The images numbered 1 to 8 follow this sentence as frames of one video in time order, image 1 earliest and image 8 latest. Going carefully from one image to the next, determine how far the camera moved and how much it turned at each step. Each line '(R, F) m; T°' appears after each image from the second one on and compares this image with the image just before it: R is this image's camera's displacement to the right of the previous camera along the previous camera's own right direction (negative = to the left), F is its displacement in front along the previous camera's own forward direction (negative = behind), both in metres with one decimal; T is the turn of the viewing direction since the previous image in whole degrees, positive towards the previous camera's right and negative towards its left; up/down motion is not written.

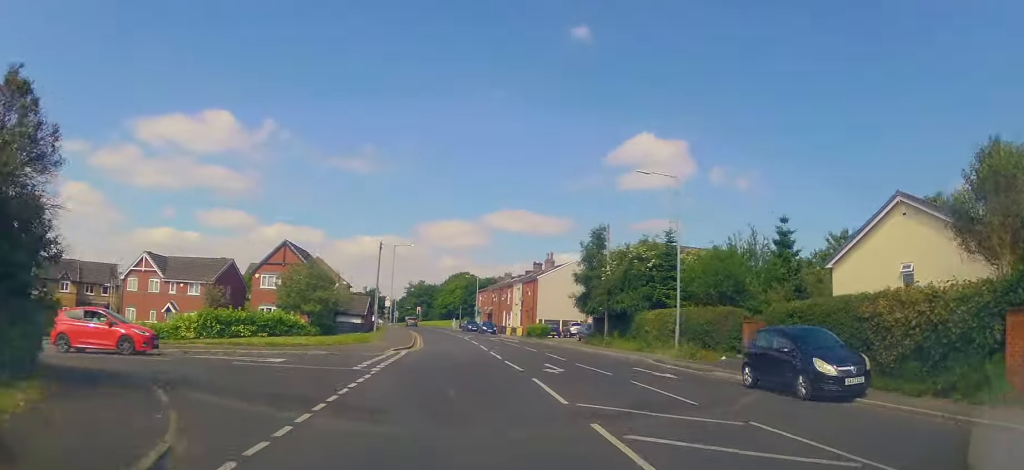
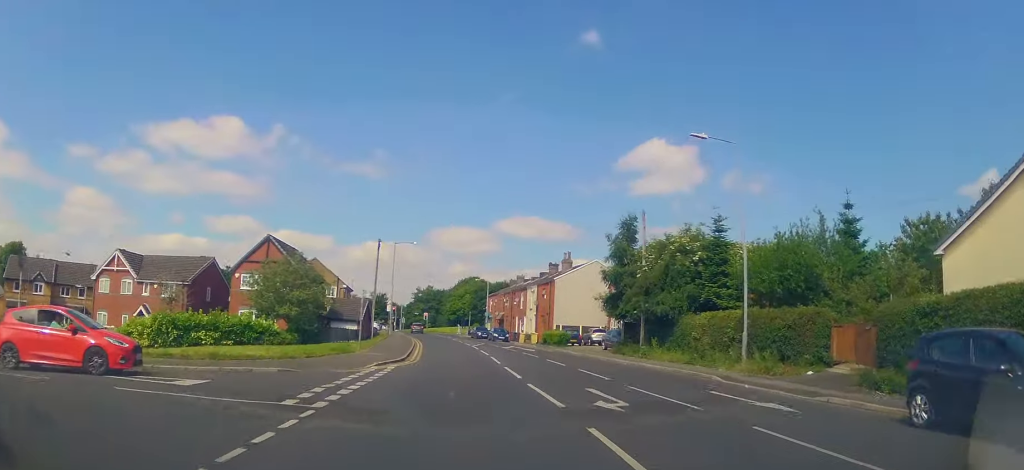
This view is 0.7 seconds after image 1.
(0.0, +6.0) m; 0°
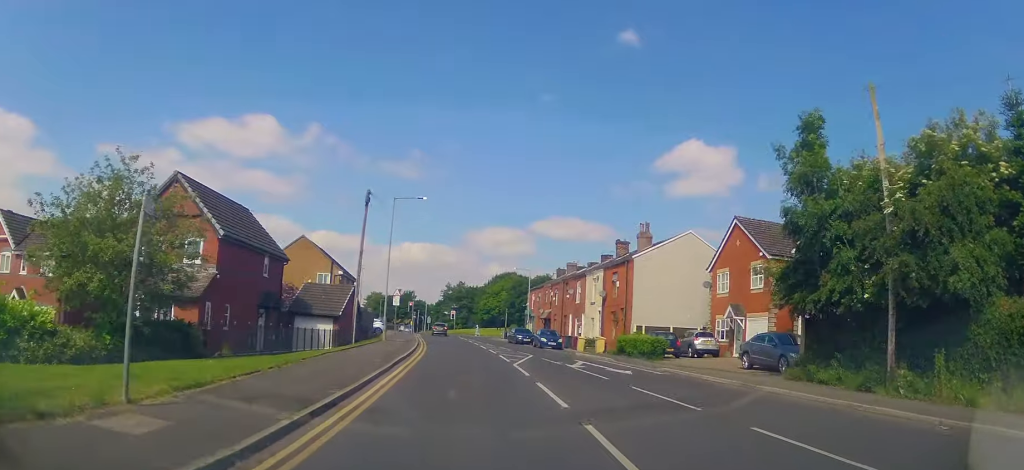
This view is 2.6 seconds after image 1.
(0.0, +17.7) m; -1°
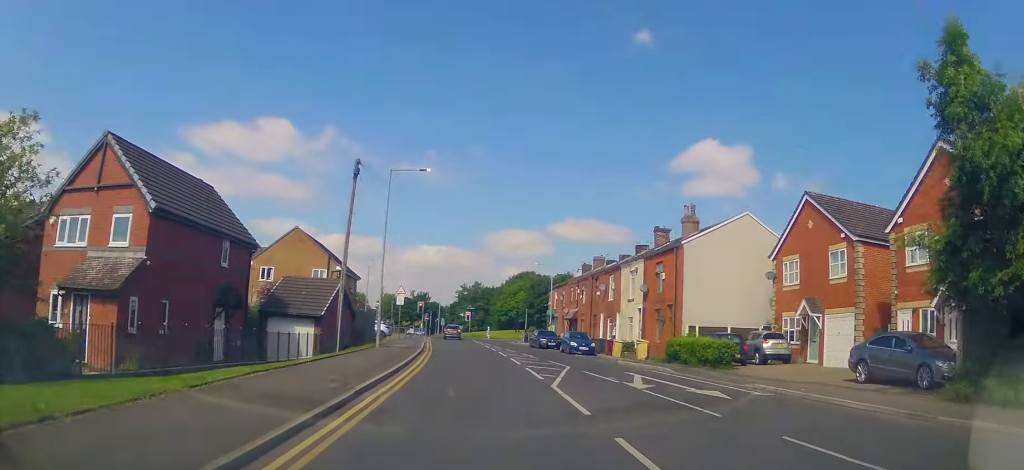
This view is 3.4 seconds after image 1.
(+0.1, +6.6) m; -3°
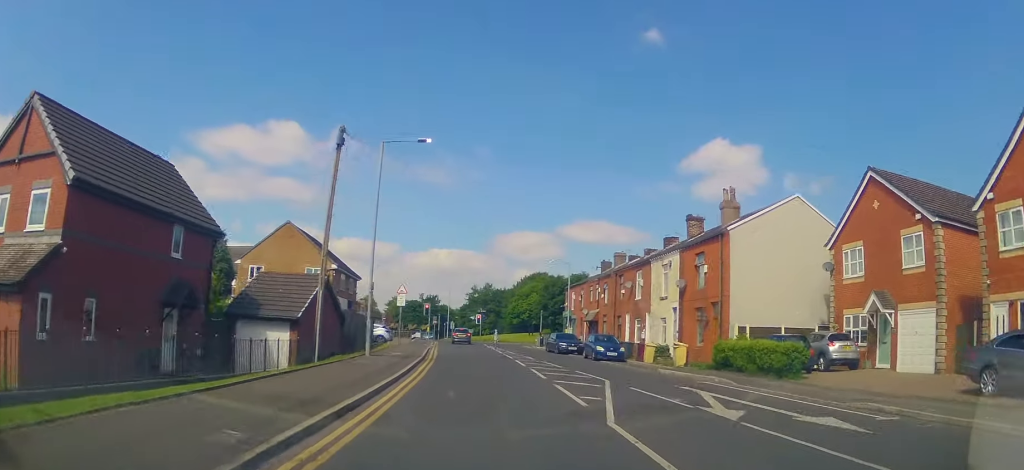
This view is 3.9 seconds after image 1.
(-0.3, +4.7) m; -2°
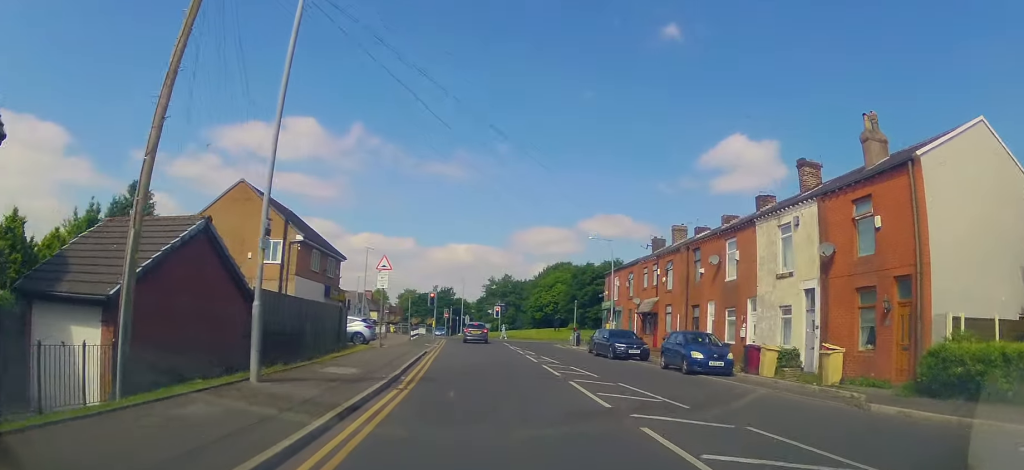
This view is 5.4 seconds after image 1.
(-0.4, +12.3) m; -2°
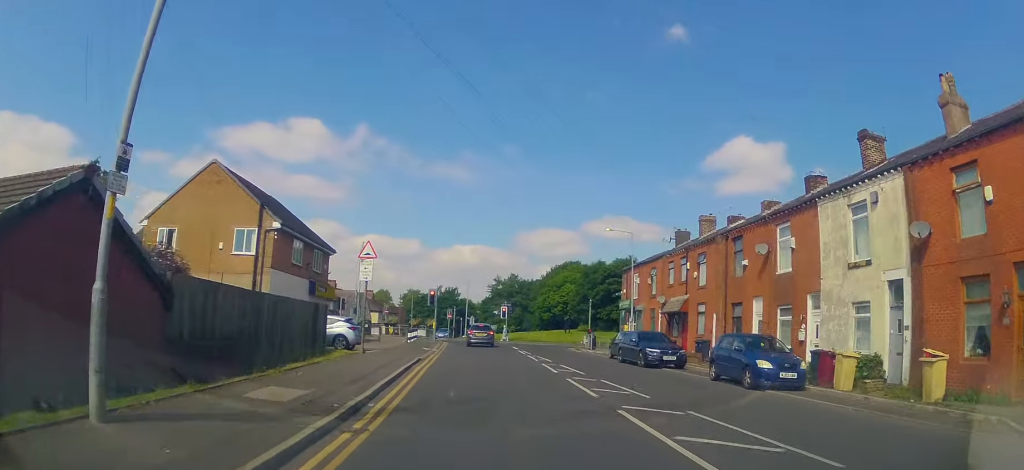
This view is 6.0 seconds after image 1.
(0.0, +4.5) m; 0°
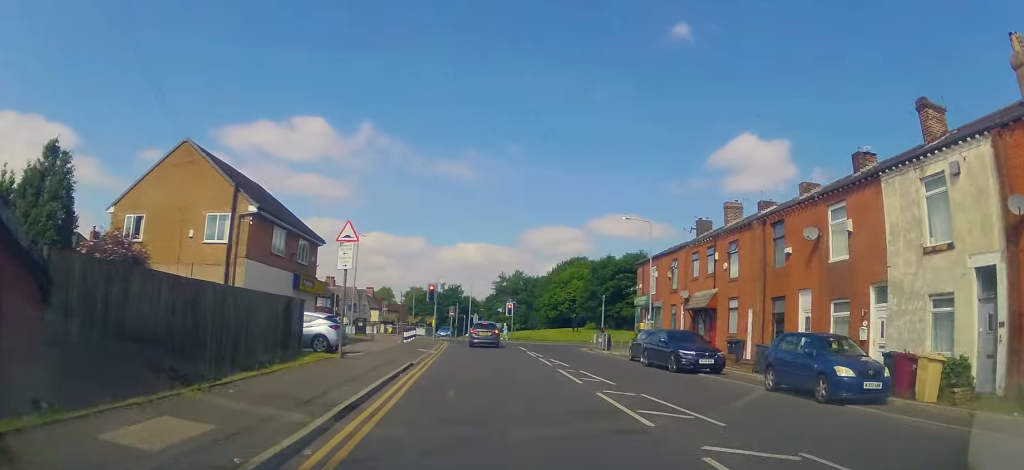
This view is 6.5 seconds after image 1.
(0.0, +3.7) m; 0°
